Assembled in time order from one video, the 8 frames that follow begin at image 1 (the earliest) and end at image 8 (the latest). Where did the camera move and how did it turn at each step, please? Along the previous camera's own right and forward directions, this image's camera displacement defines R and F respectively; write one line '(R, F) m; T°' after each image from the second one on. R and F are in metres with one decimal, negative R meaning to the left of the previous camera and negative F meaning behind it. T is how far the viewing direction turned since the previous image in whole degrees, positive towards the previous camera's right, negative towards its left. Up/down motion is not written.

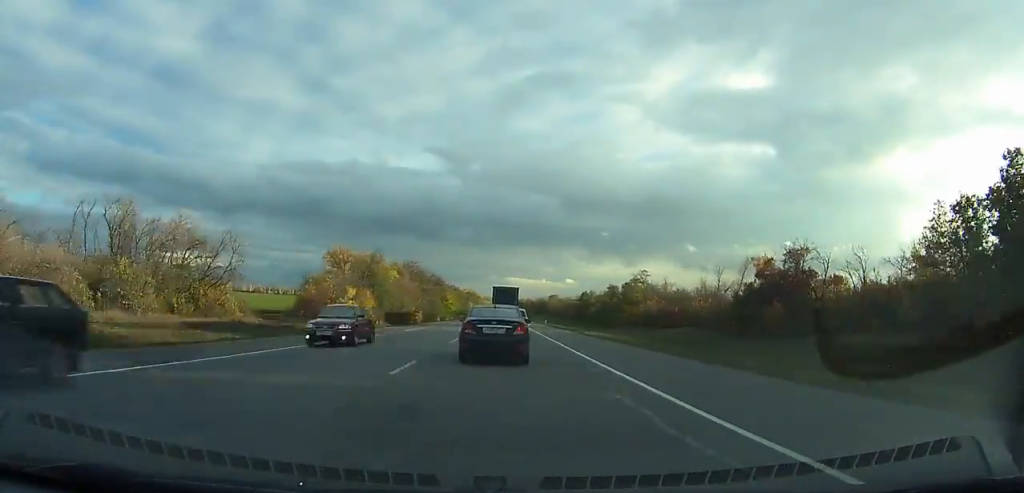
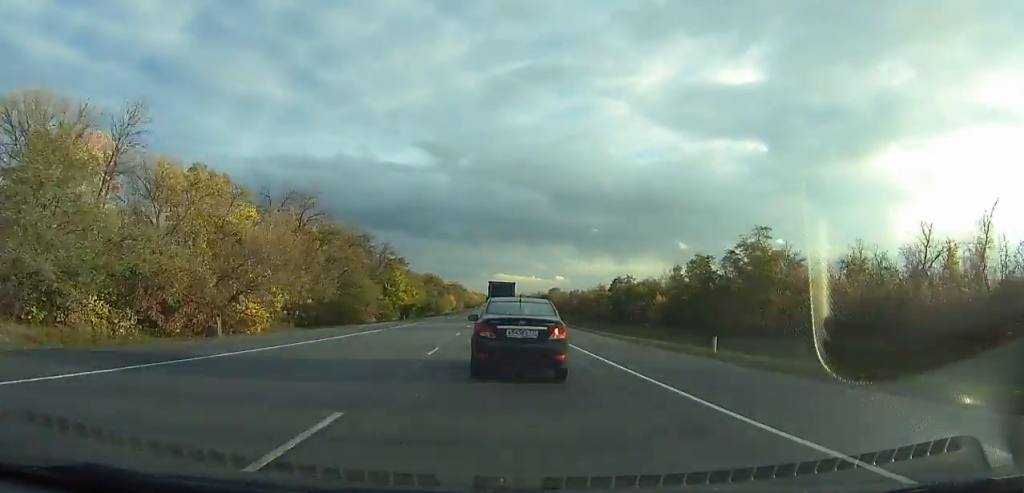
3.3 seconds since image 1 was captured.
(0.0, +76.6) m; 0°
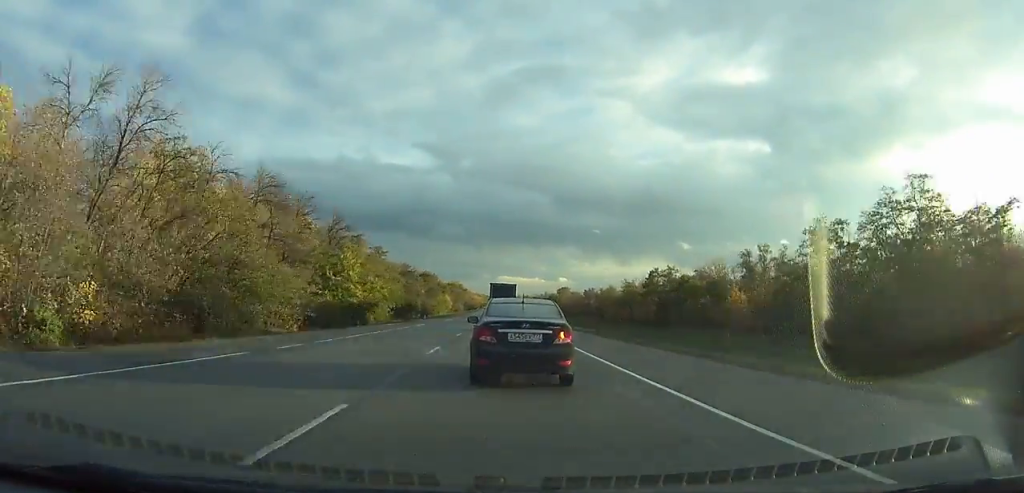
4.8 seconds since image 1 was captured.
(0.0, +34.8) m; 0°
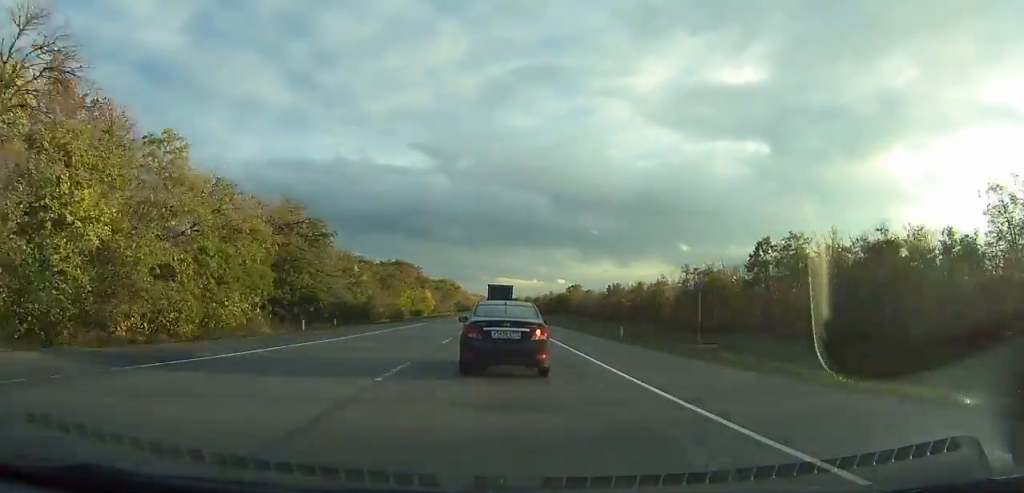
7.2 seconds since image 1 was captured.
(+0.1, +55.3) m; 0°
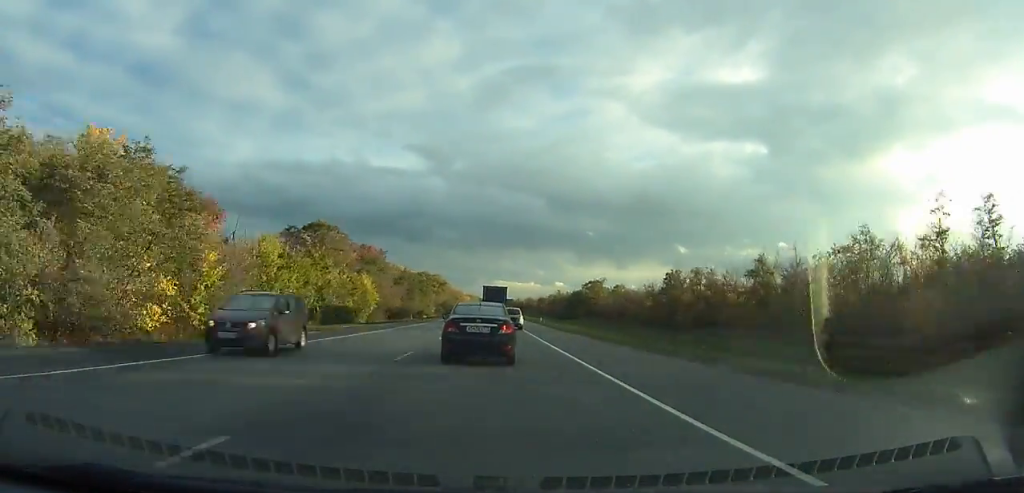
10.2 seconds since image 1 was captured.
(0.0, +68.5) m; 0°
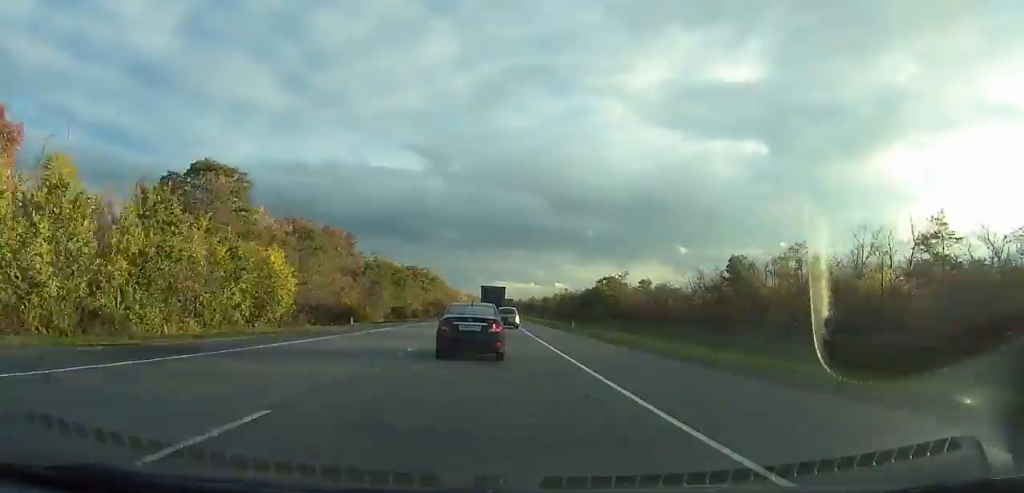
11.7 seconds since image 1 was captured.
(0.0, +34.0) m; 0°
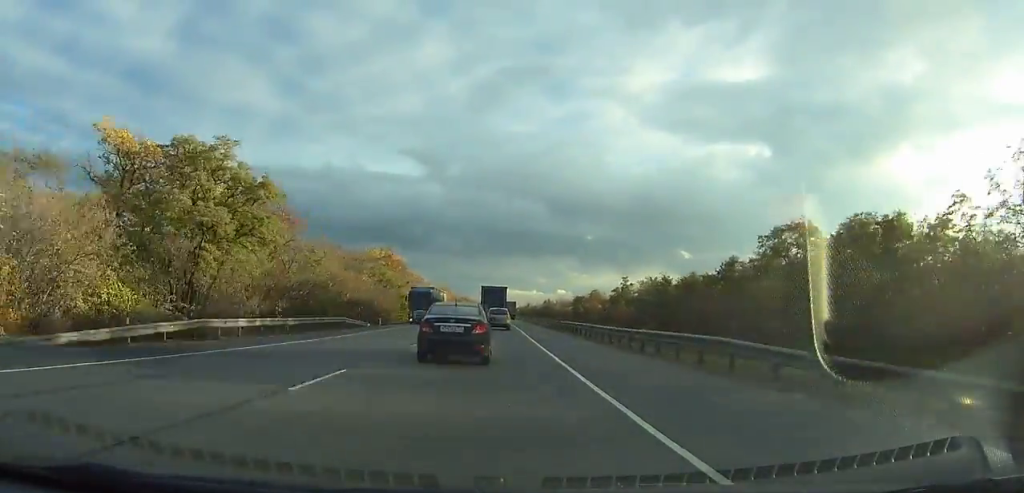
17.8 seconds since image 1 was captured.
(+0.4, +136.9) m; 0°
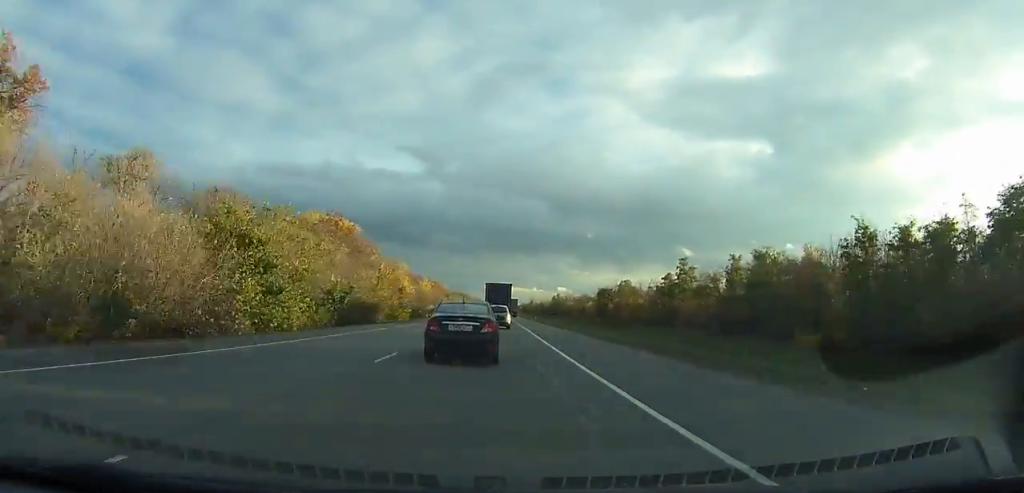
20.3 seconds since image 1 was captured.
(-0.1, +55.1) m; 0°
